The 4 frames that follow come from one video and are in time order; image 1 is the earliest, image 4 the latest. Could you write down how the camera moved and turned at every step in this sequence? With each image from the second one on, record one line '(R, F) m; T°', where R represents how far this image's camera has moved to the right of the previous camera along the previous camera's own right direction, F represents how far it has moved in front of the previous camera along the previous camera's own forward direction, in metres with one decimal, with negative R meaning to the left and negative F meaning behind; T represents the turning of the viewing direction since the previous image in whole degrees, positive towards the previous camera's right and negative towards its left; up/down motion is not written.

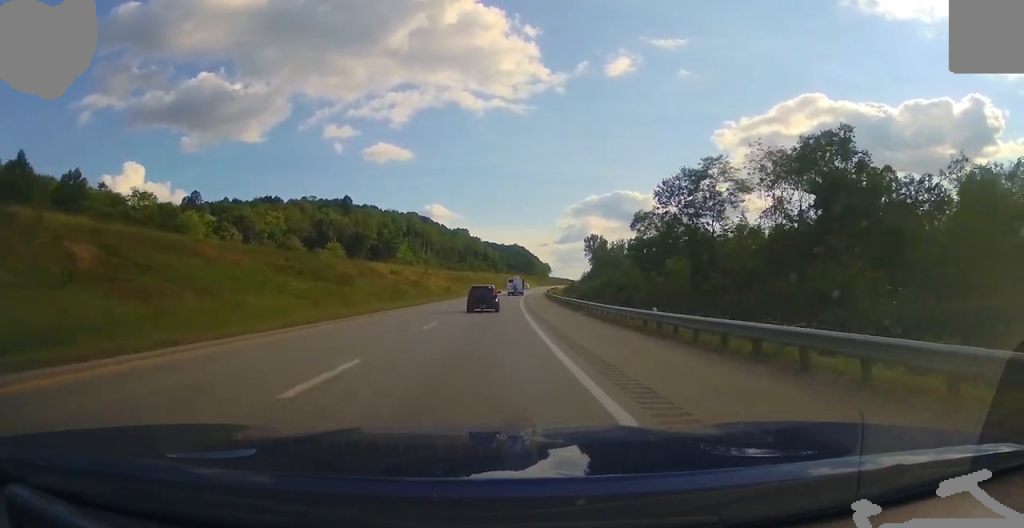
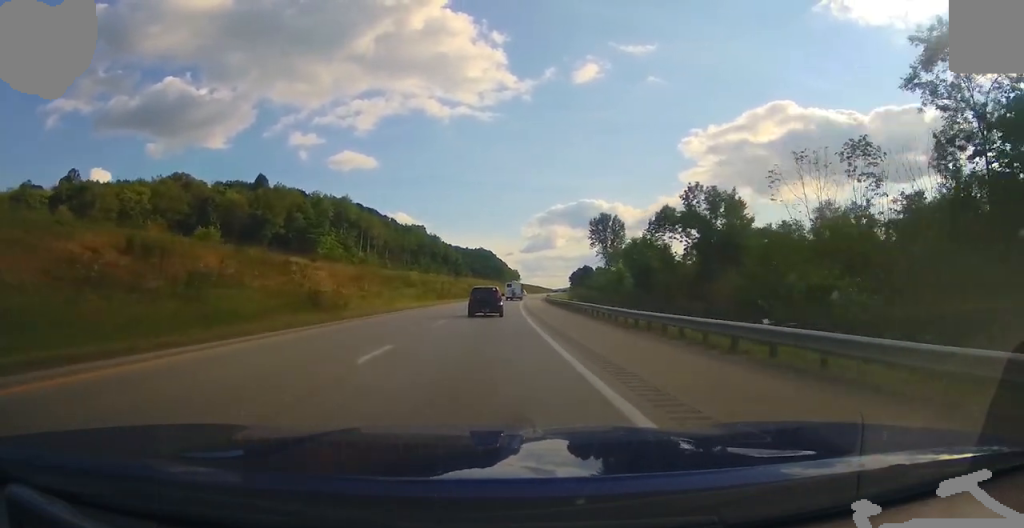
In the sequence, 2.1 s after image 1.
(0.0, +70.2) m; +1°
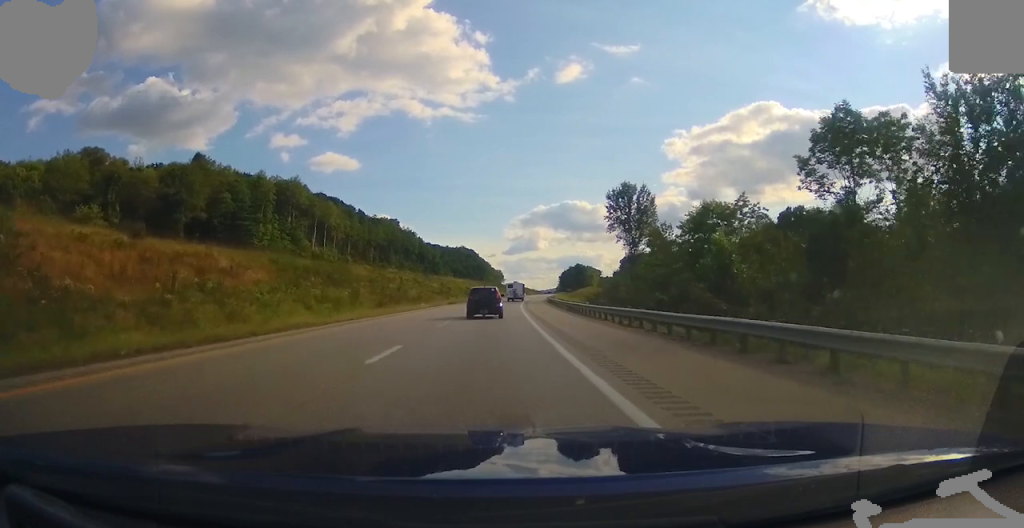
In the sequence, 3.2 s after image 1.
(+1.0, +36.8) m; +3°
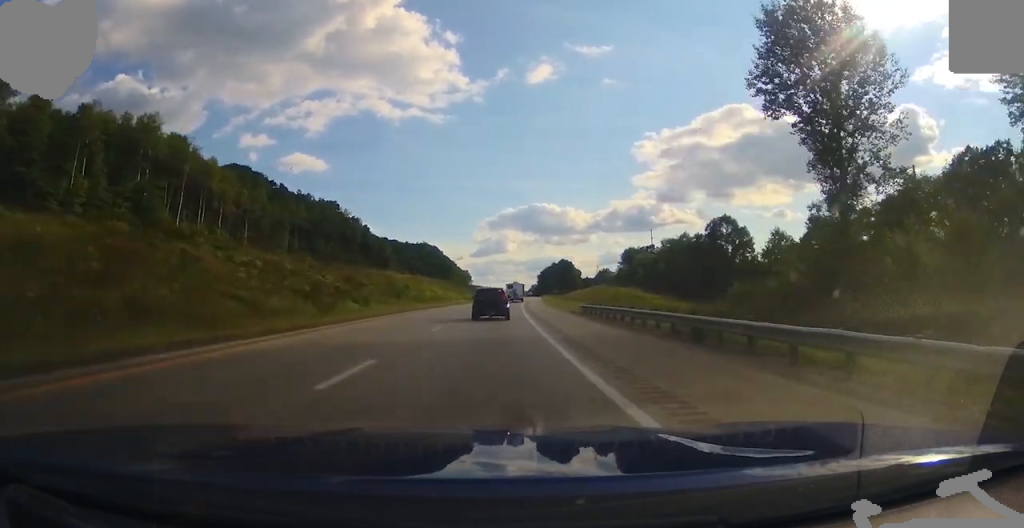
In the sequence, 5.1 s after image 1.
(+2.3, +64.2) m; +4°
